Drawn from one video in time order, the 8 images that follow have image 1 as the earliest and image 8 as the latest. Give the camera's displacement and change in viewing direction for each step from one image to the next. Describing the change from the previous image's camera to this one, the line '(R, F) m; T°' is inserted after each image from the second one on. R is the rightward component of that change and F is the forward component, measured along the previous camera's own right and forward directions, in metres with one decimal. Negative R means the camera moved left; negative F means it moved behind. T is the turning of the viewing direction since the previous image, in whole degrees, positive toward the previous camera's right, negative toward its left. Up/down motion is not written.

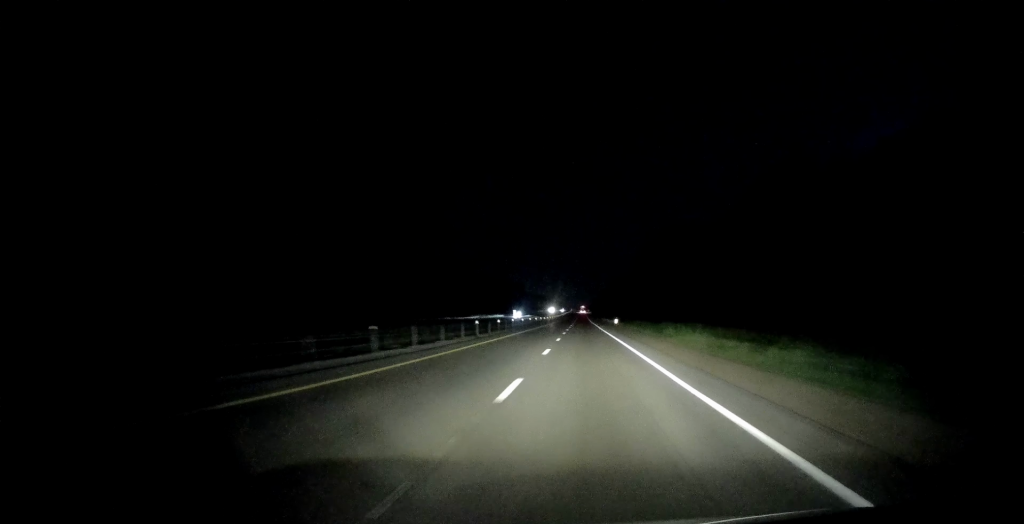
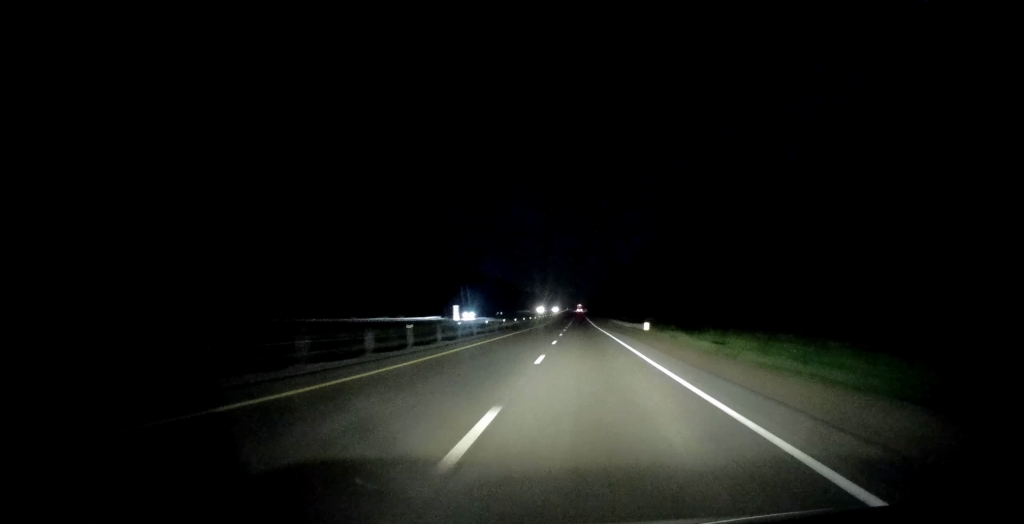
(-0.1, +52.6) m; 0°
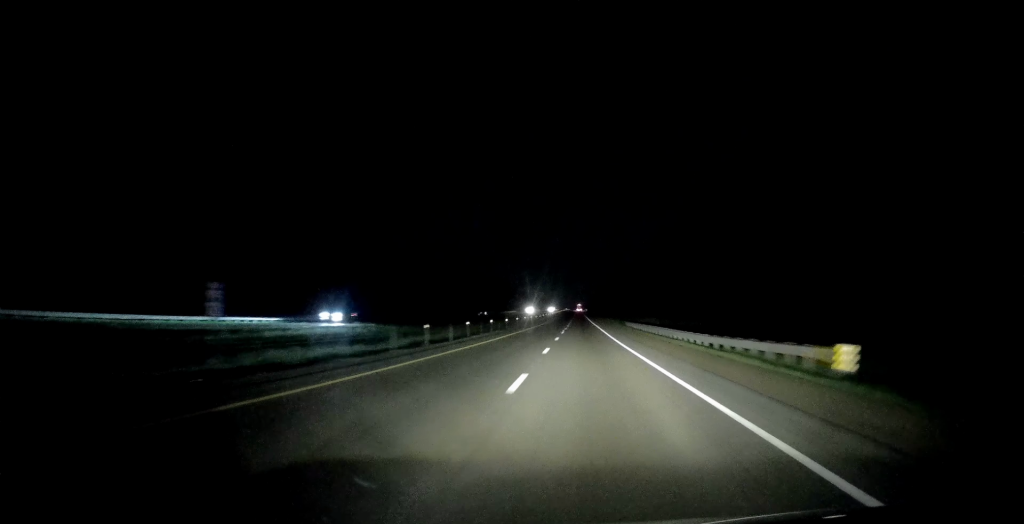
(+0.4, +44.1) m; 0°
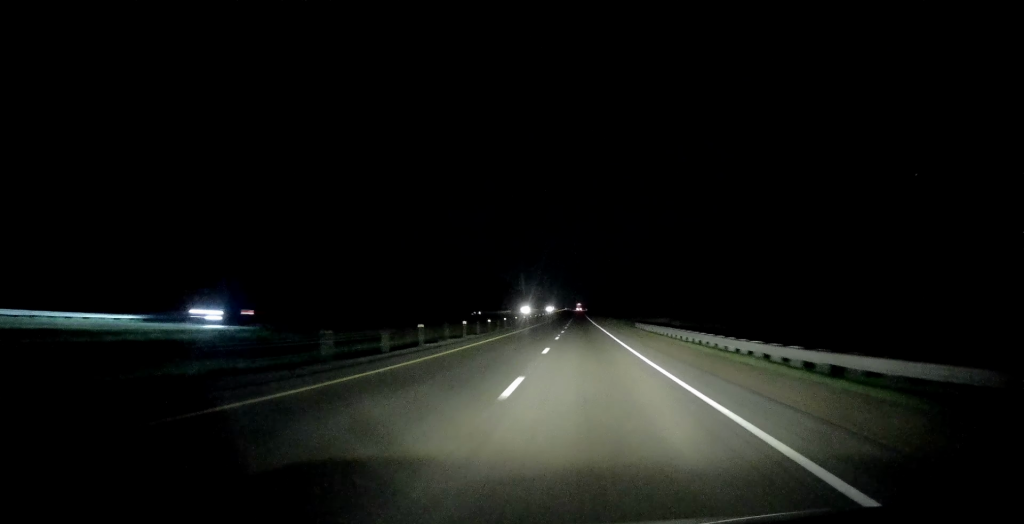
(0.0, +12.6) m; 0°
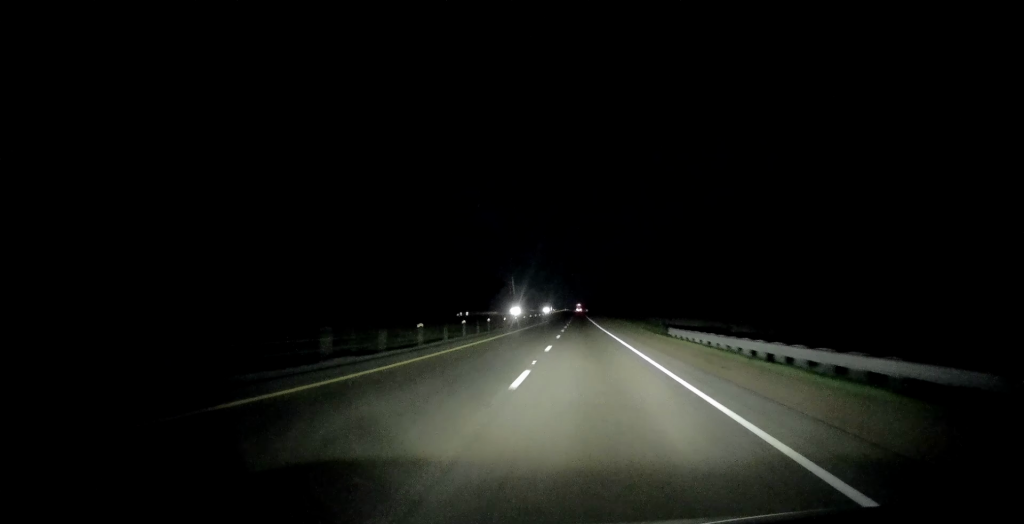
(-0.3, +23.2) m; 0°
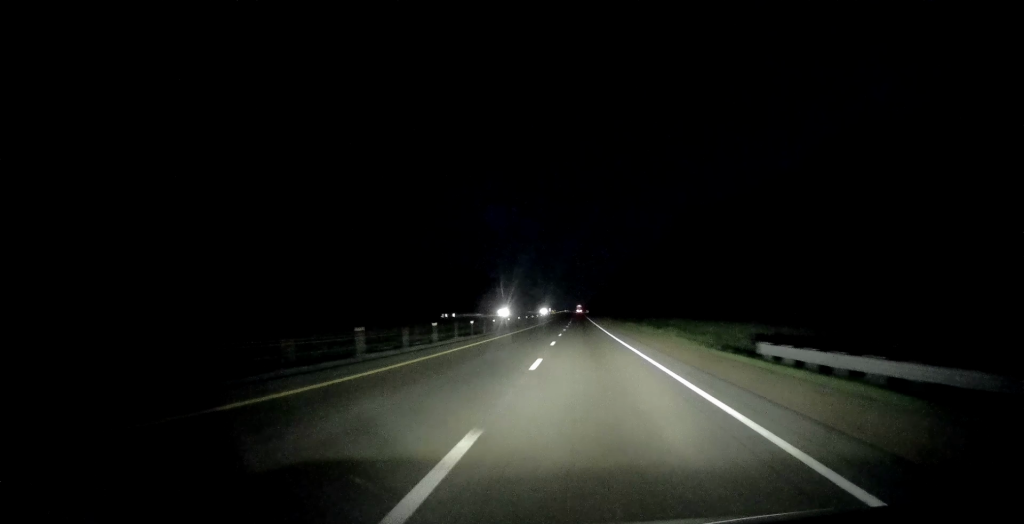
(+0.2, +20.0) m; 0°
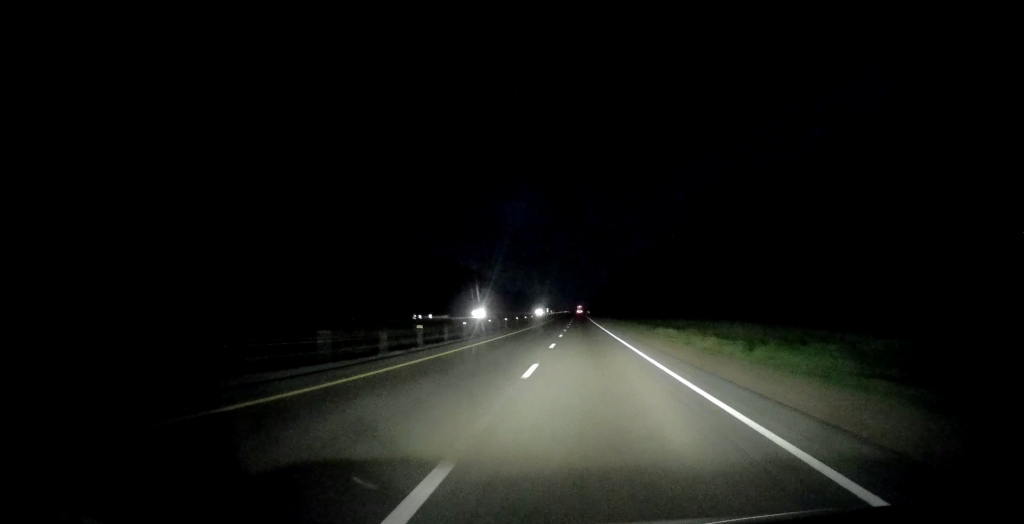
(0.0, +26.3) m; 0°
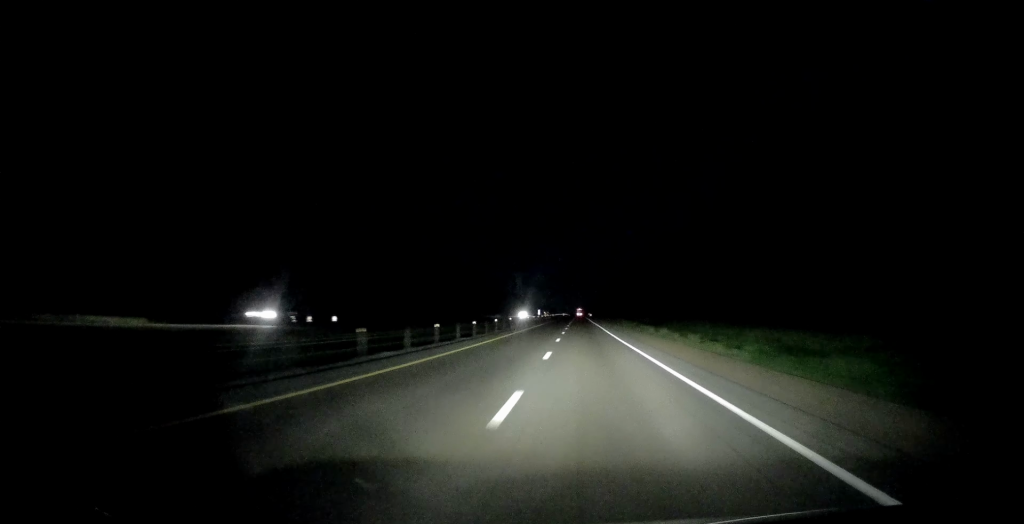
(-0.6, +54.4) m; 0°
